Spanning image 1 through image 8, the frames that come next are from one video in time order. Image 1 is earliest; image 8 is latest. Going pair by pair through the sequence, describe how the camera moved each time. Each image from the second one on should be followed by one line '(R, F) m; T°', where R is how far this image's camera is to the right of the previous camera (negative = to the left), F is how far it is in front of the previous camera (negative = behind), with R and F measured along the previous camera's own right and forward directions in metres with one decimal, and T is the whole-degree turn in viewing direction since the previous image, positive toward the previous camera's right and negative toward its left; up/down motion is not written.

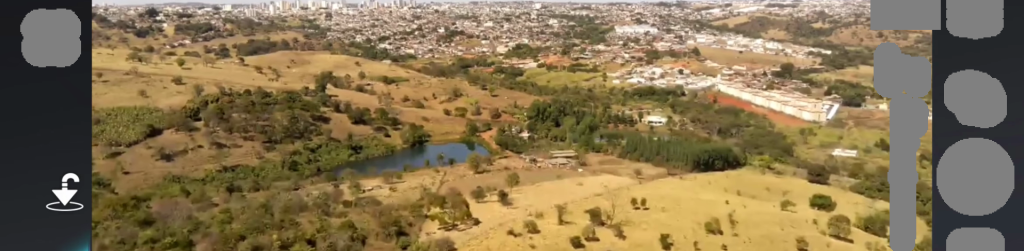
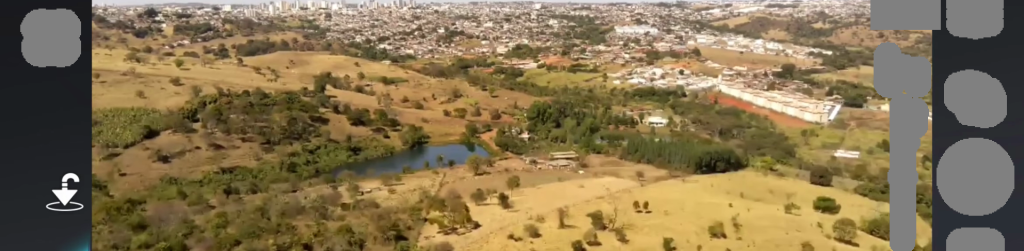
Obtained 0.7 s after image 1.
(0.0, +4.9) m; 0°
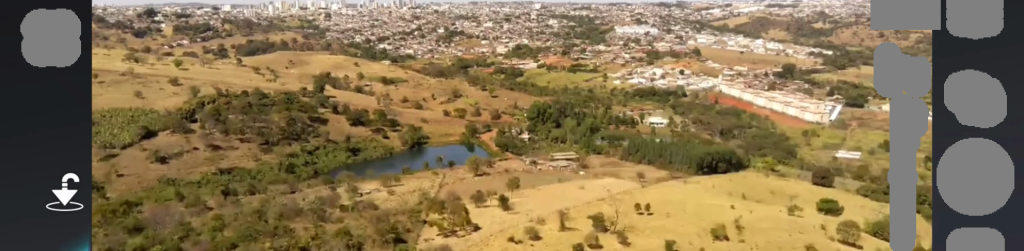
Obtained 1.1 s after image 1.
(0.0, +2.9) m; 0°
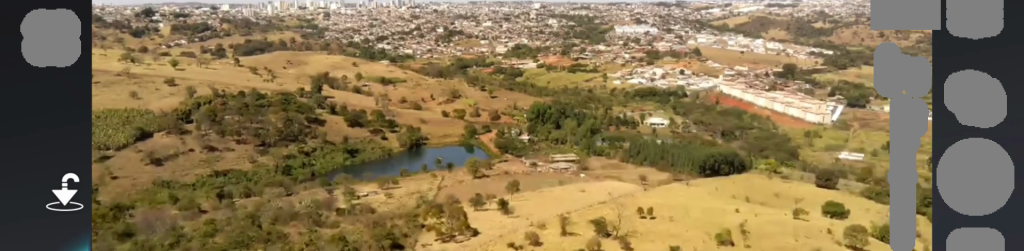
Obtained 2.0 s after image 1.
(0.0, +6.8) m; 0°
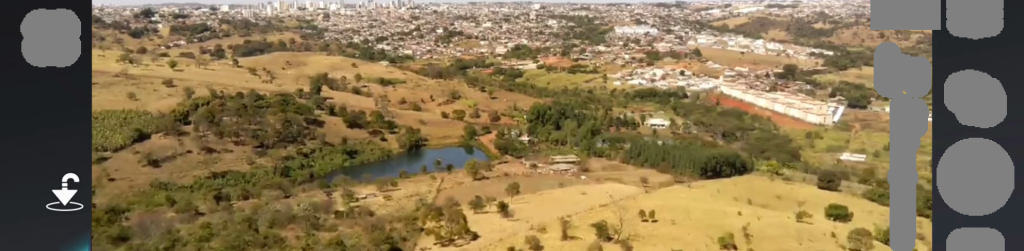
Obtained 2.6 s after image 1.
(0.0, +4.1) m; 0°
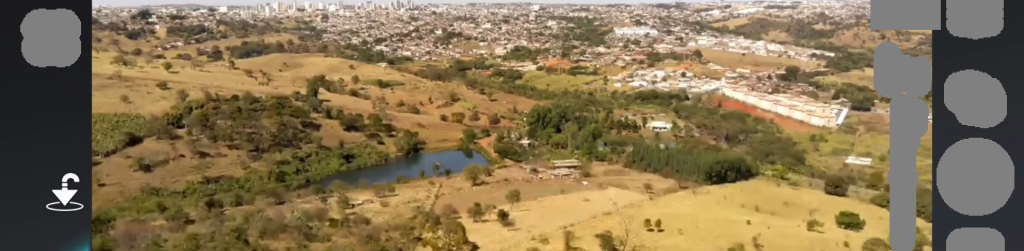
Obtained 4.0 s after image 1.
(0.0, +10.5) m; 0°
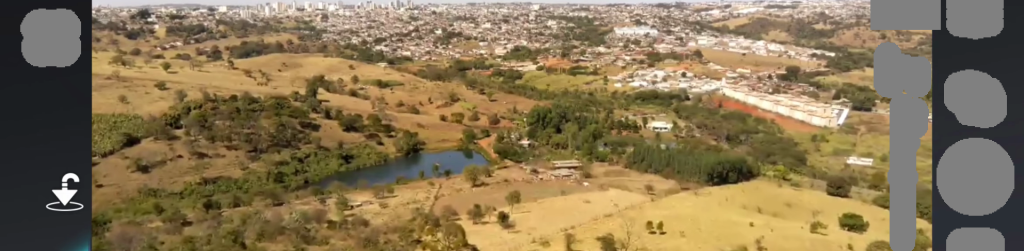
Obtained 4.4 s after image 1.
(0.0, +3.1) m; 0°
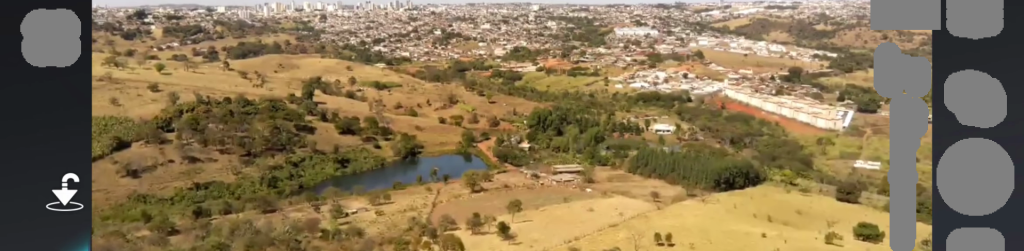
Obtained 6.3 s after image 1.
(0.0, +13.8) m; 0°
